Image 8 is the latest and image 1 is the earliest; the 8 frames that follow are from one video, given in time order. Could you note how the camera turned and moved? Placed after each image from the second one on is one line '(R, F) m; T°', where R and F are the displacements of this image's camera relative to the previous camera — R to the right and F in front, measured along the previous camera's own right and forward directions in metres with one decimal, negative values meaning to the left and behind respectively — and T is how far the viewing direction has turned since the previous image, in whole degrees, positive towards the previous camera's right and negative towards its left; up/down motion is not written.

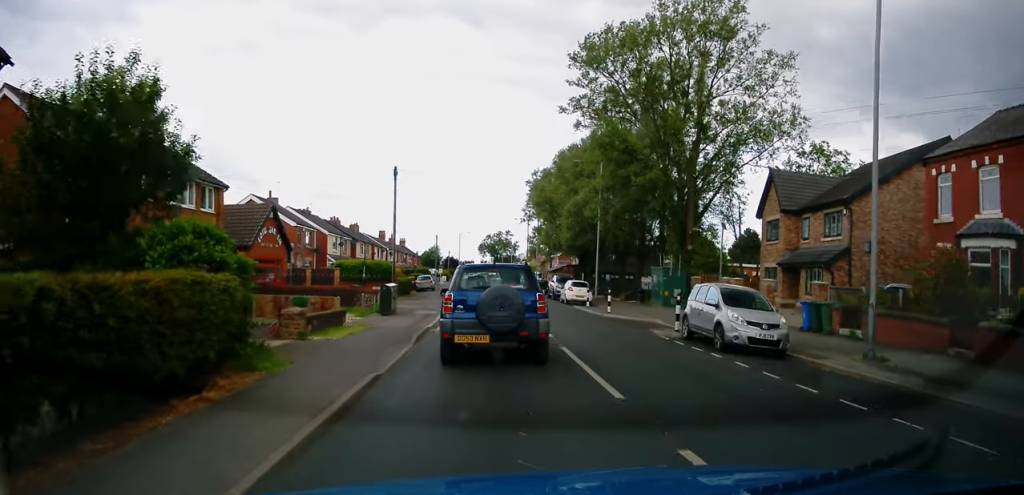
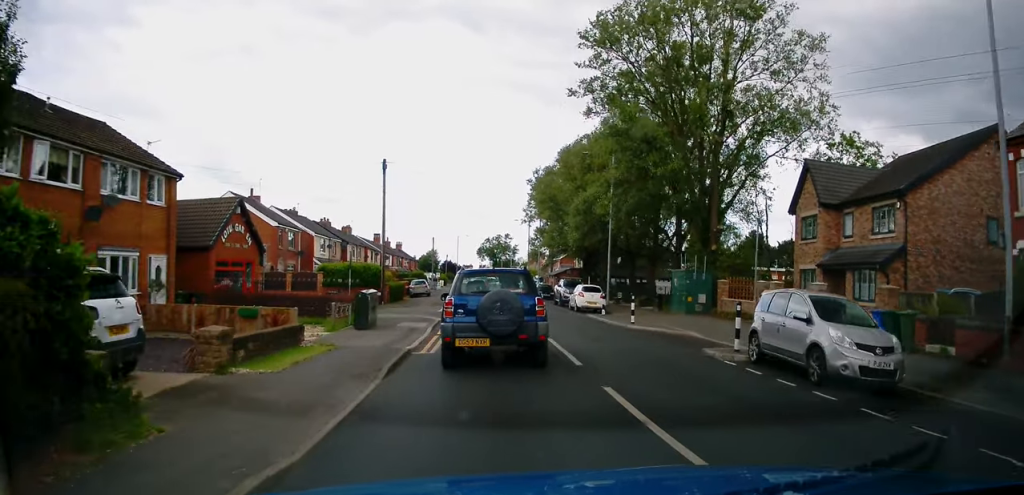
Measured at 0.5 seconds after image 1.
(-0.2, +4.1) m; -1°
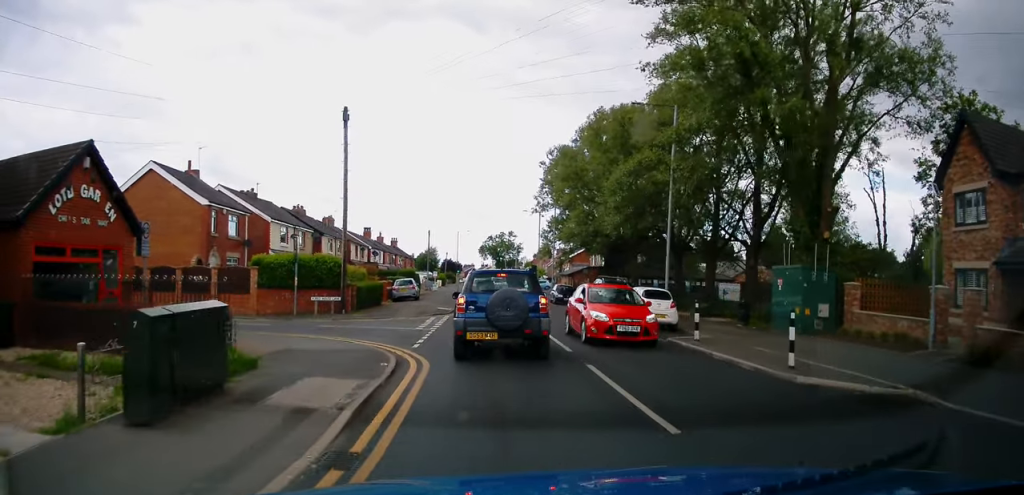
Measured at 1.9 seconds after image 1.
(+0.4, +11.6) m; +2°
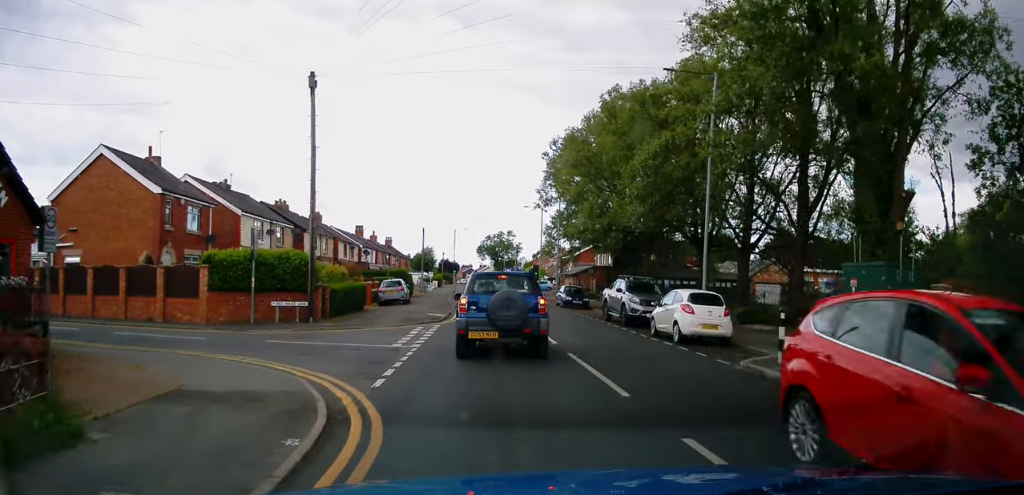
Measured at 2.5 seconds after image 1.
(0.0, +5.1) m; 0°
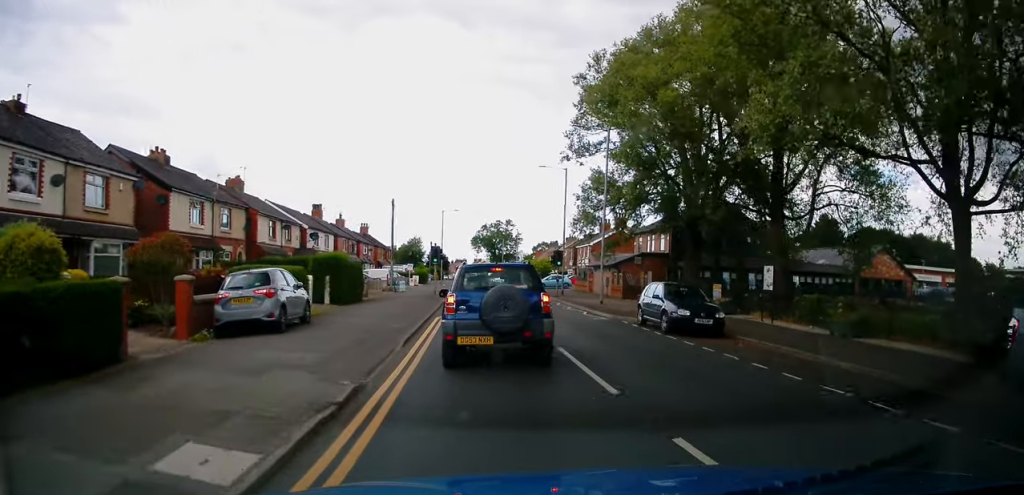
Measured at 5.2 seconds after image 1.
(-0.3, +21.7) m; -2°
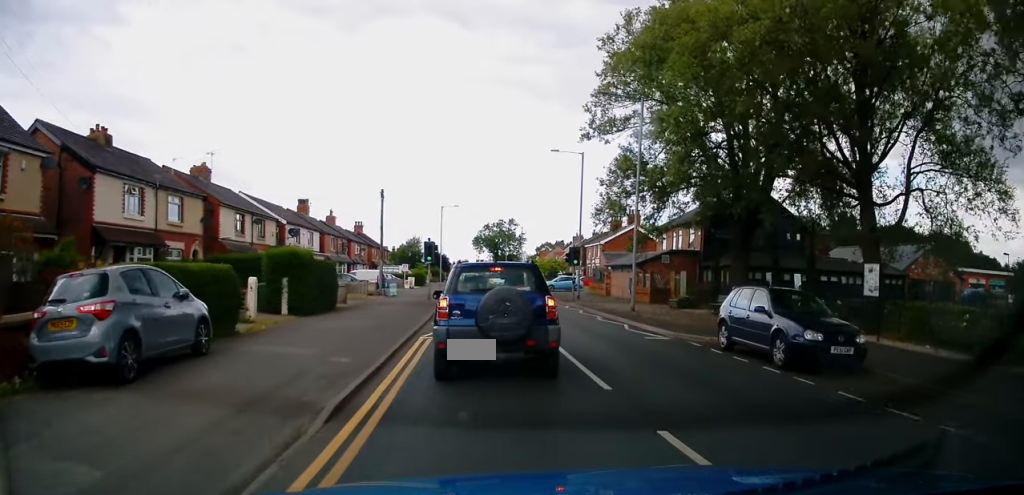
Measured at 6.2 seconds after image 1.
(-0.1, +6.8) m; 0°
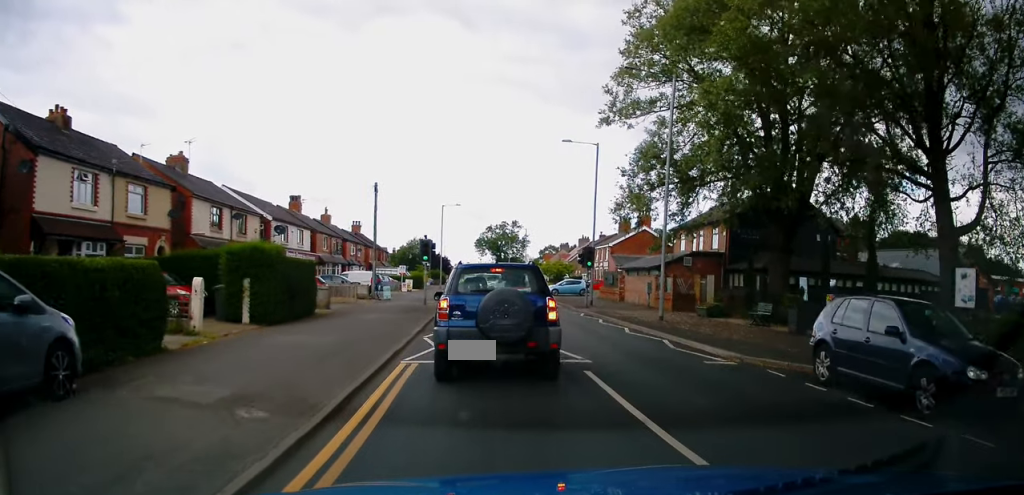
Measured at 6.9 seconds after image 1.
(0.0, +4.2) m; +1°
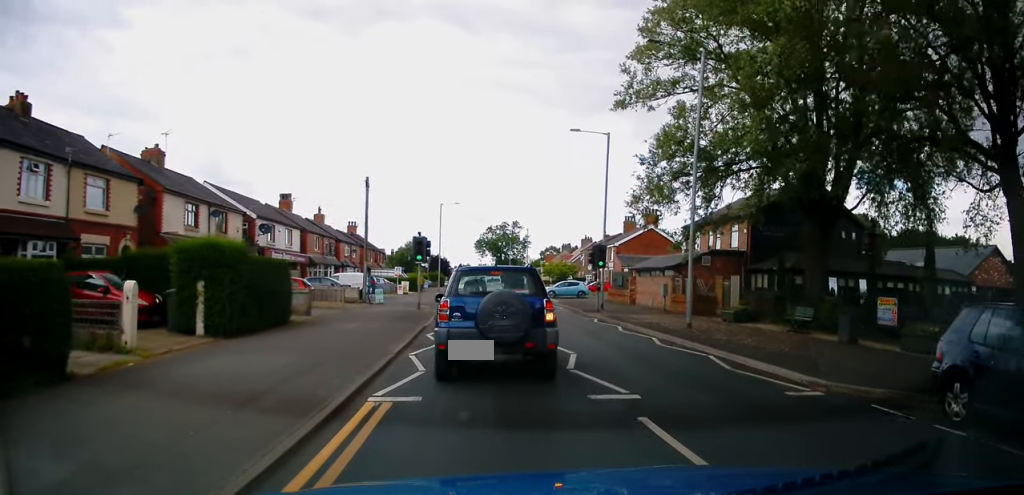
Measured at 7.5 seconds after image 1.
(0.0, +3.5) m; +1°
